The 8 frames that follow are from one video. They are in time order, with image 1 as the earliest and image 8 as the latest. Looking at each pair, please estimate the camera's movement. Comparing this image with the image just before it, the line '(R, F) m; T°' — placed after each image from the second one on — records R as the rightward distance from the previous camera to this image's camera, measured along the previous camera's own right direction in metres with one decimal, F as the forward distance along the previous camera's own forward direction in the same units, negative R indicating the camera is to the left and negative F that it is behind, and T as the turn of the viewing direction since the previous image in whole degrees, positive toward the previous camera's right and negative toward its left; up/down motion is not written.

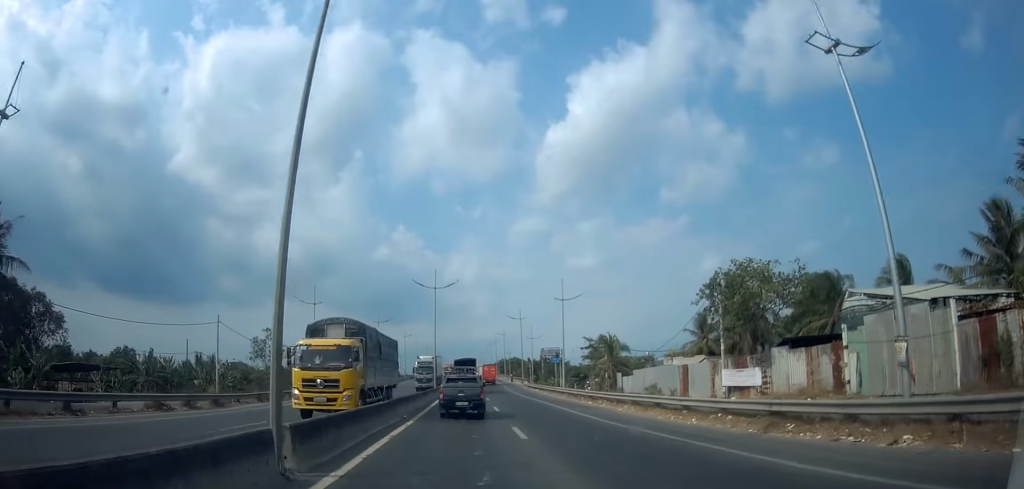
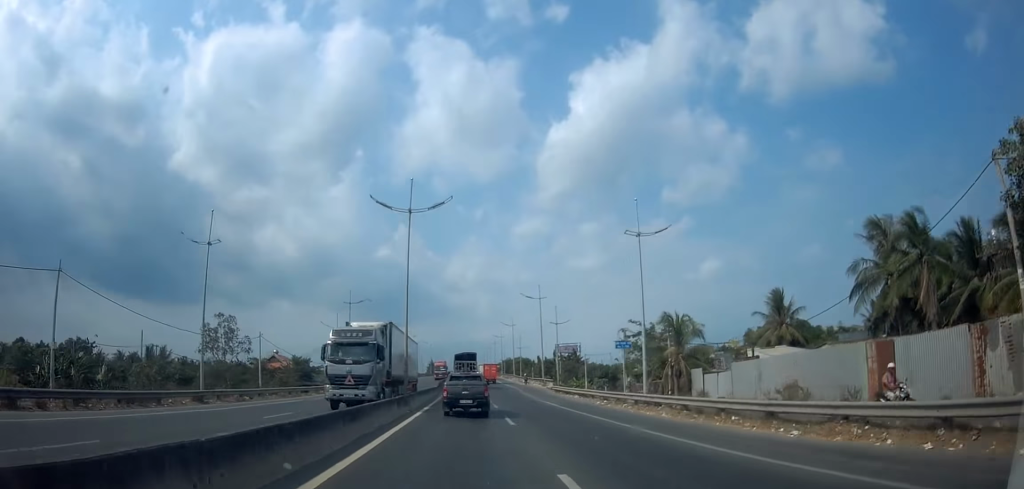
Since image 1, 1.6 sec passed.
(+0.9, +20.8) m; -1°
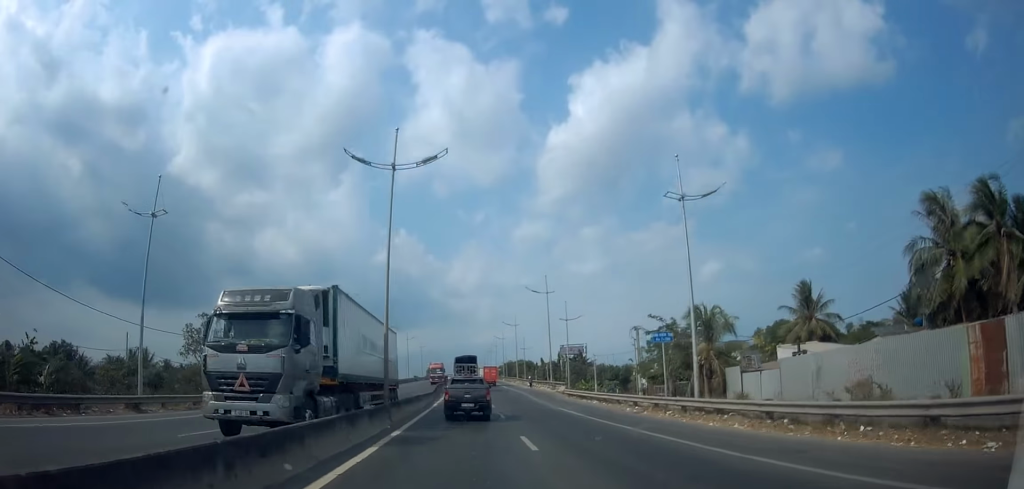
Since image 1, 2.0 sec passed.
(-0.2, +5.5) m; 0°
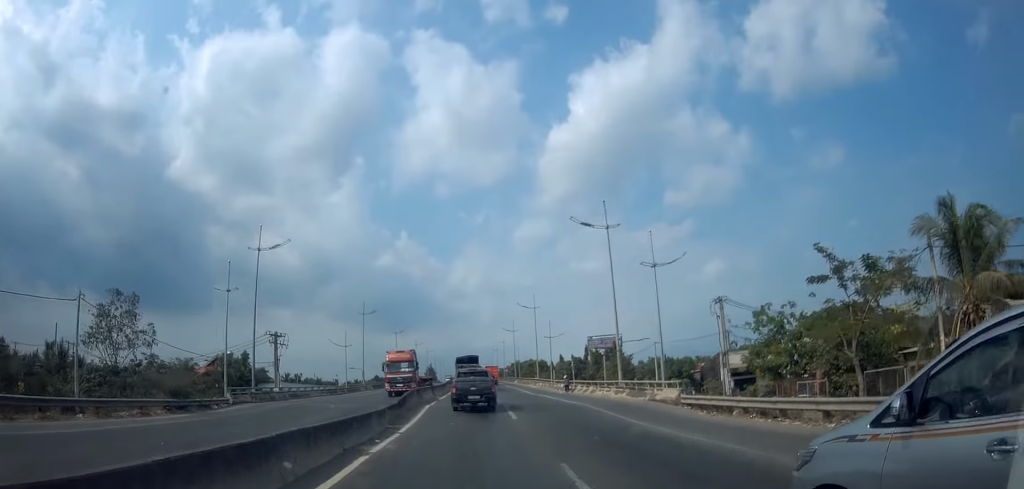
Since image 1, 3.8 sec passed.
(+0.3, +23.4) m; 0°
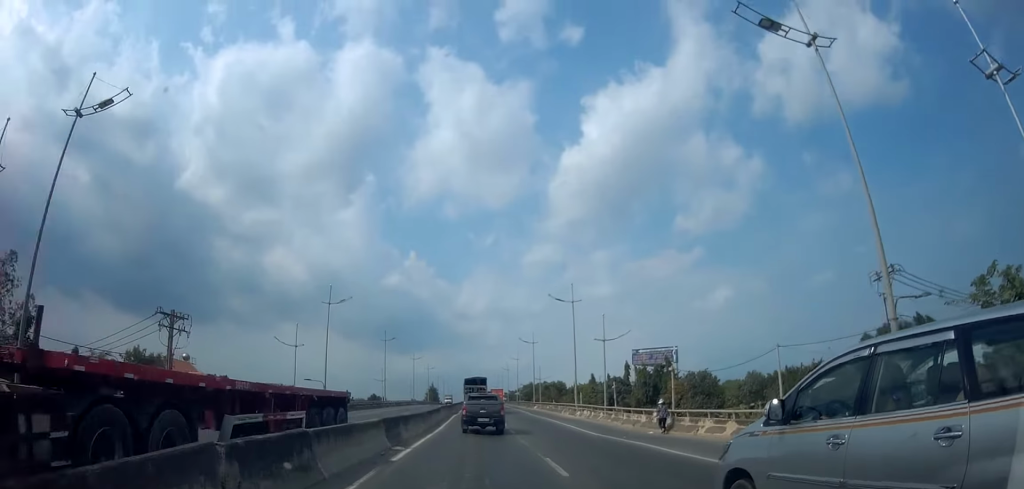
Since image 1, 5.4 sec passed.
(-0.1, +20.5) m; 0°
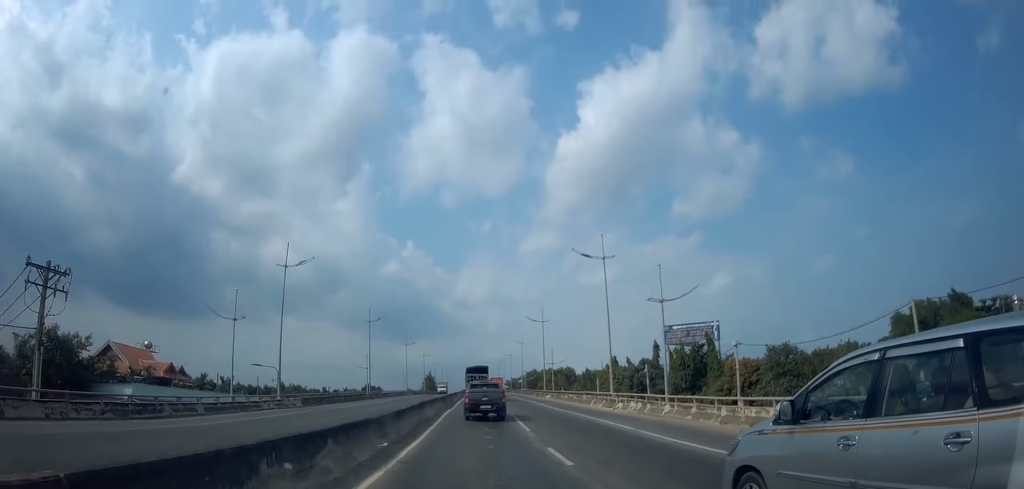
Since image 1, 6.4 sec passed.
(-0.3, +11.6) m; 0°
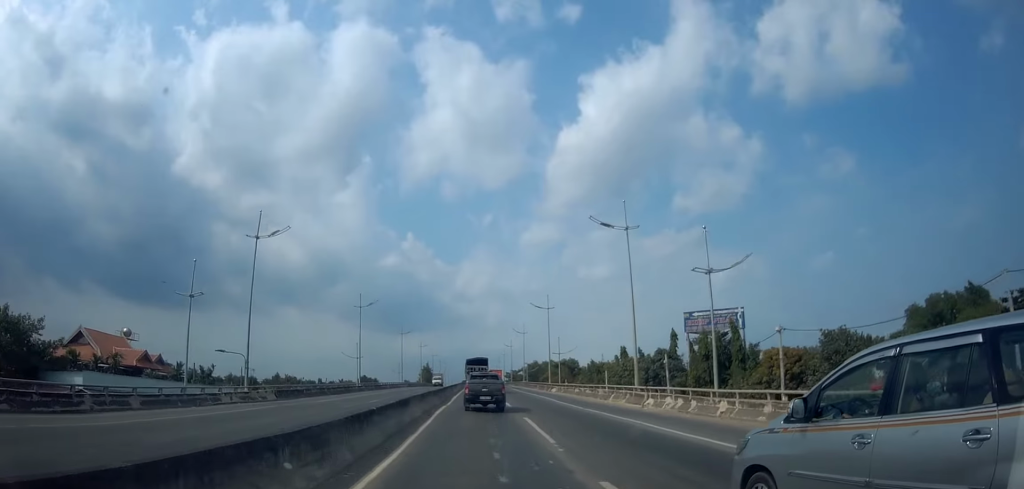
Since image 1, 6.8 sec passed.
(-0.2, +5.5) m; 0°
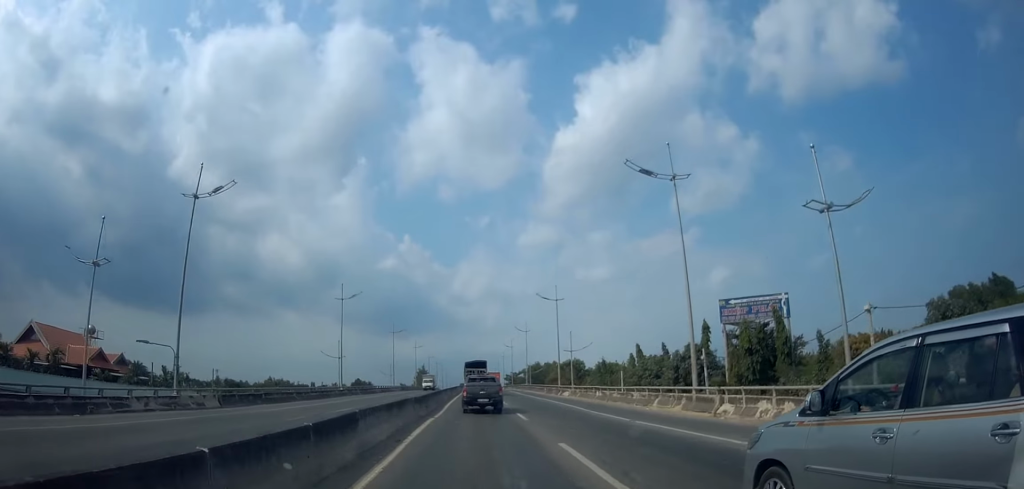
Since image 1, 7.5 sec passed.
(+0.6, +8.1) m; 0°
